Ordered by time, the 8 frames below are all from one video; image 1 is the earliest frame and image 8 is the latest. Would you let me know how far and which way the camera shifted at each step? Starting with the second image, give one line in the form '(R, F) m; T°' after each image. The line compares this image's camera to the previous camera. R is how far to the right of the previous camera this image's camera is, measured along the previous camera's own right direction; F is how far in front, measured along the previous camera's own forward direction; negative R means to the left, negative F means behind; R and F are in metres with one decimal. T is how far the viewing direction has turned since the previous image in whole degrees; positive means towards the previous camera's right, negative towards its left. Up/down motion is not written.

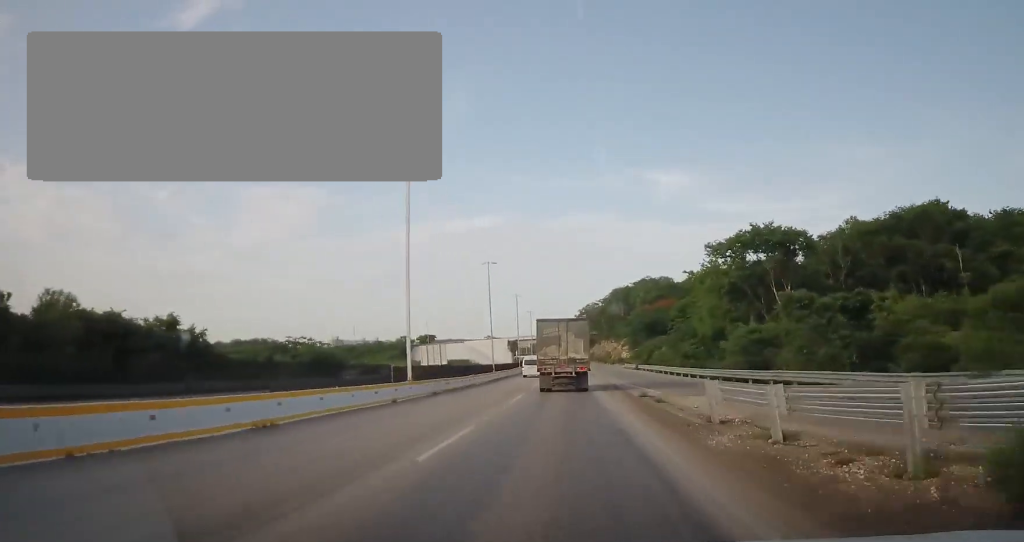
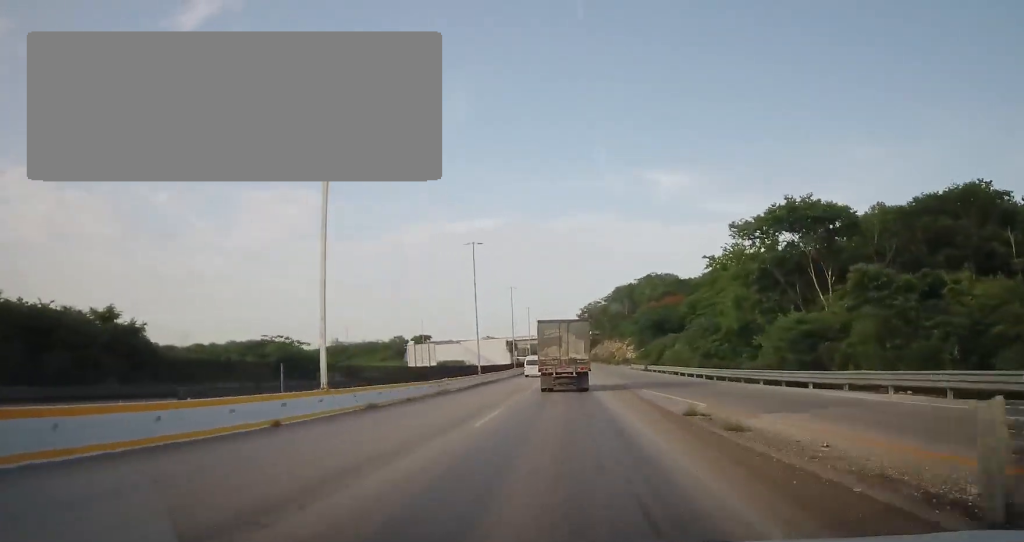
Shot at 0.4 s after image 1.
(-0.1, +9.8) m; 0°
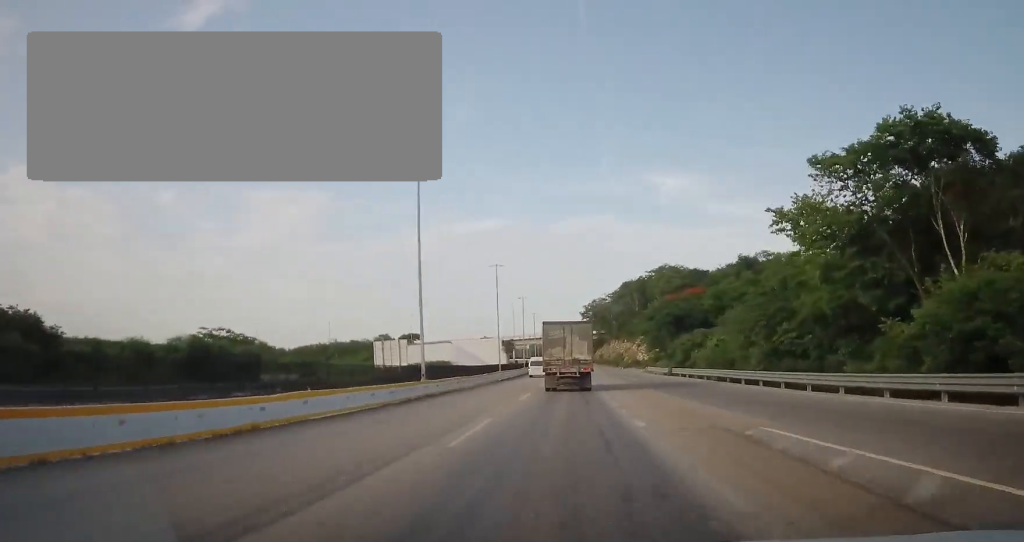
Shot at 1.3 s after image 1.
(0.0, +19.0) m; 0°
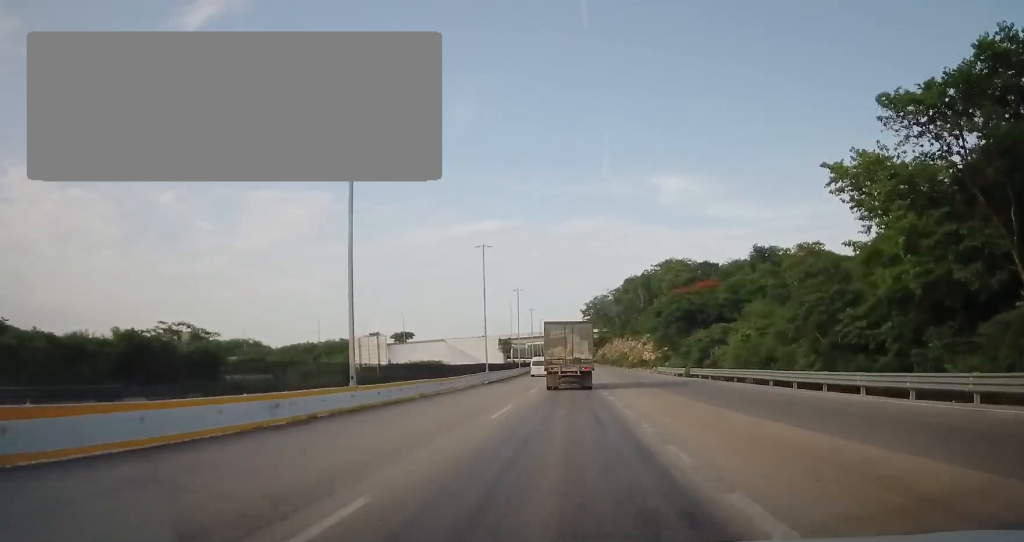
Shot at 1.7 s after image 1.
(0.0, +9.5) m; 0°
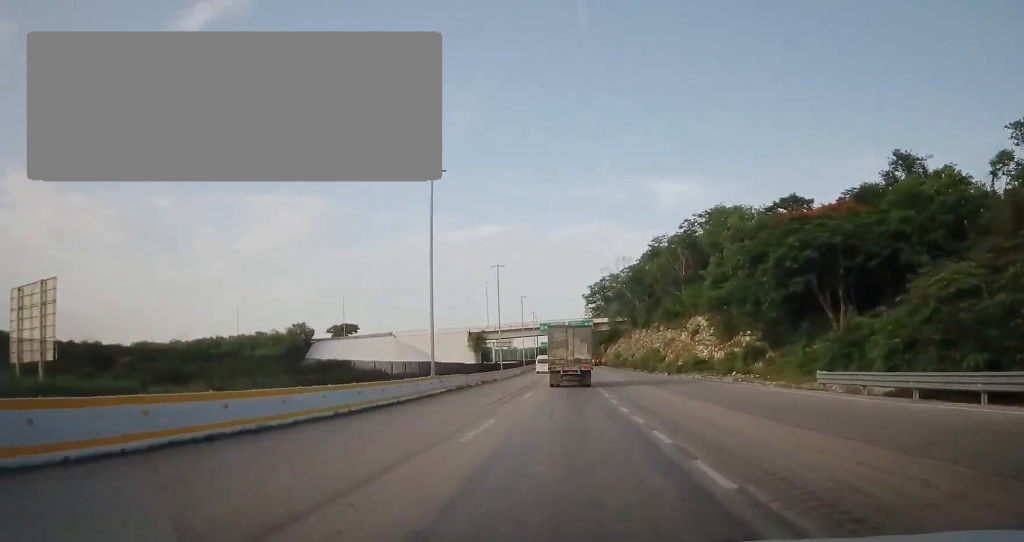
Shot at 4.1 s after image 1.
(-1.1, +49.7) m; -1°
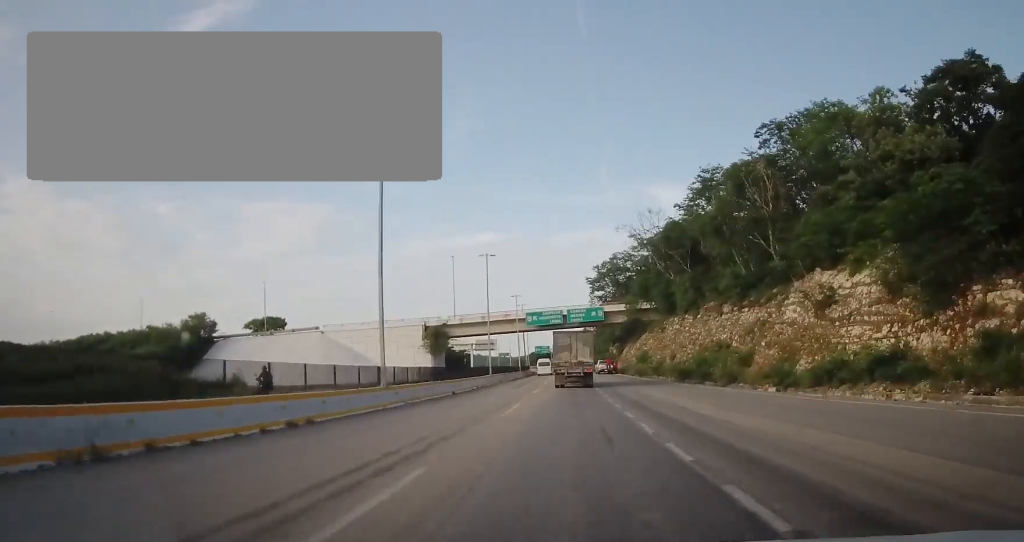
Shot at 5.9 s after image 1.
(+0.3, +37.6) m; +1°
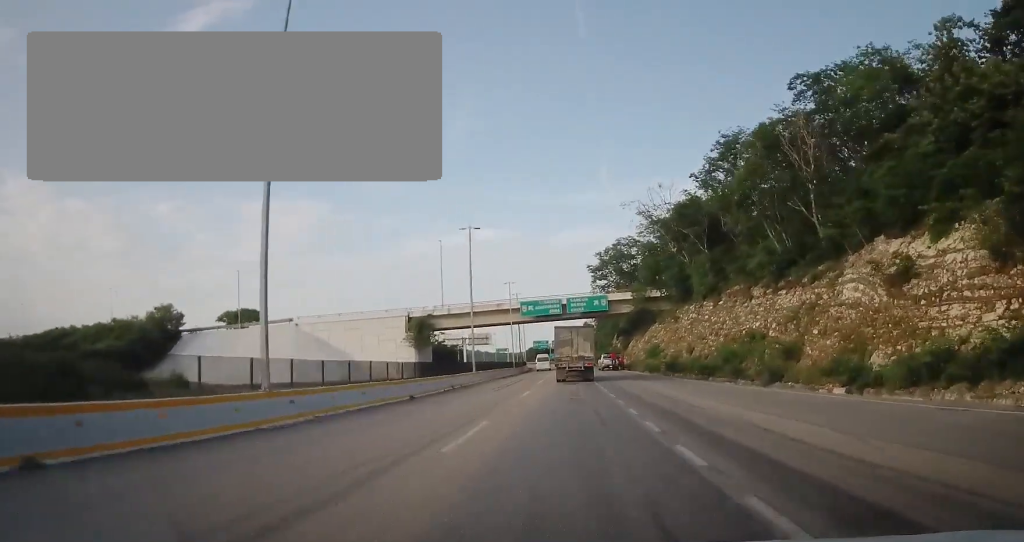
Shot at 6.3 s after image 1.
(+0.1, +8.8) m; 0°
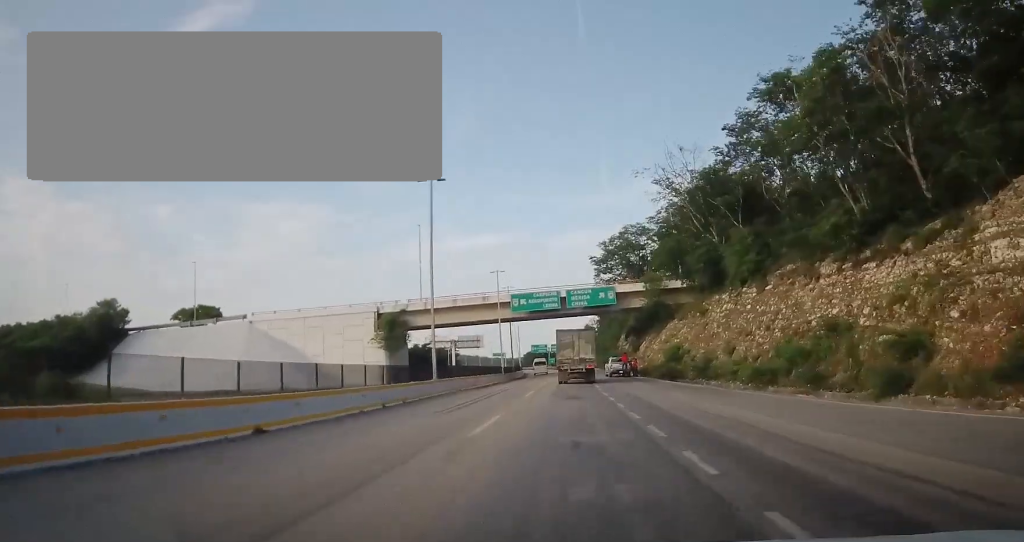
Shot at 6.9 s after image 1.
(0.0, +12.4) m; 0°
